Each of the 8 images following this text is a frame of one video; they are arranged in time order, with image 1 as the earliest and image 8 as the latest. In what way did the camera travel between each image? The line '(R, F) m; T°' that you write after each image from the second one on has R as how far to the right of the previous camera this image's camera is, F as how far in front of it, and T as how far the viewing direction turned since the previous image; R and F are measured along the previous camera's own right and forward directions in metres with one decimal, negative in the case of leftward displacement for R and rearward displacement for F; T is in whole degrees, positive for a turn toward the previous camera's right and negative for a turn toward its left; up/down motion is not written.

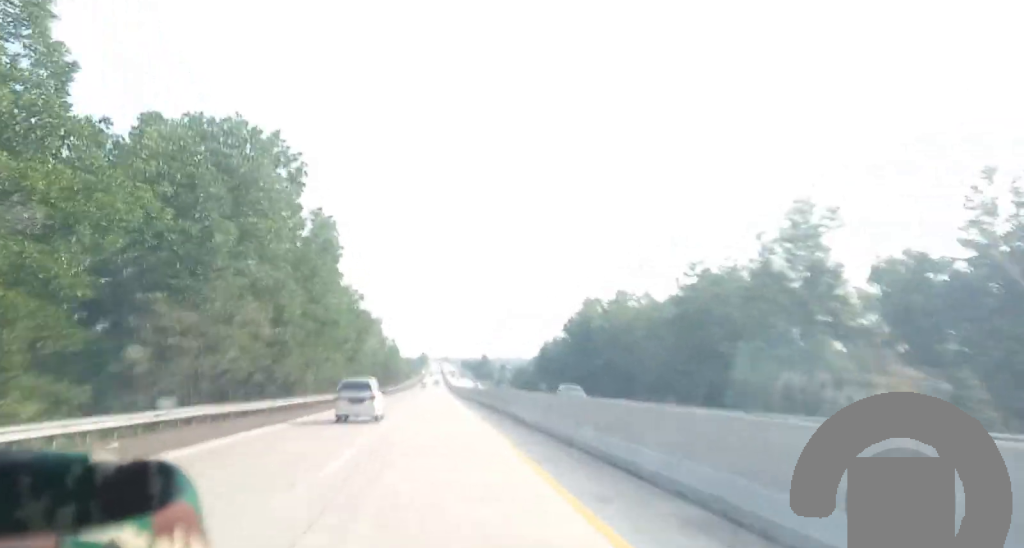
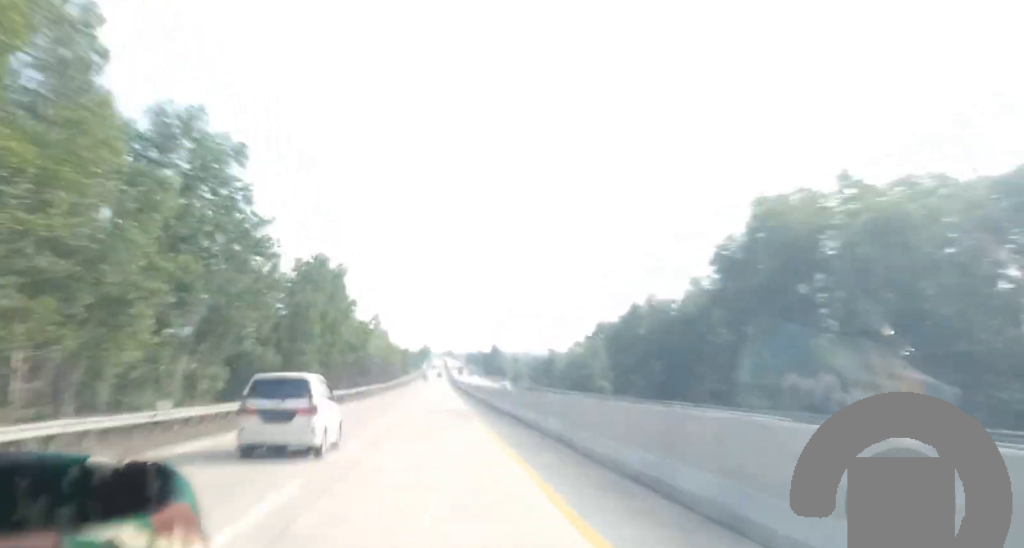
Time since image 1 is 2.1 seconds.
(+0.1, +56.7) m; +1°
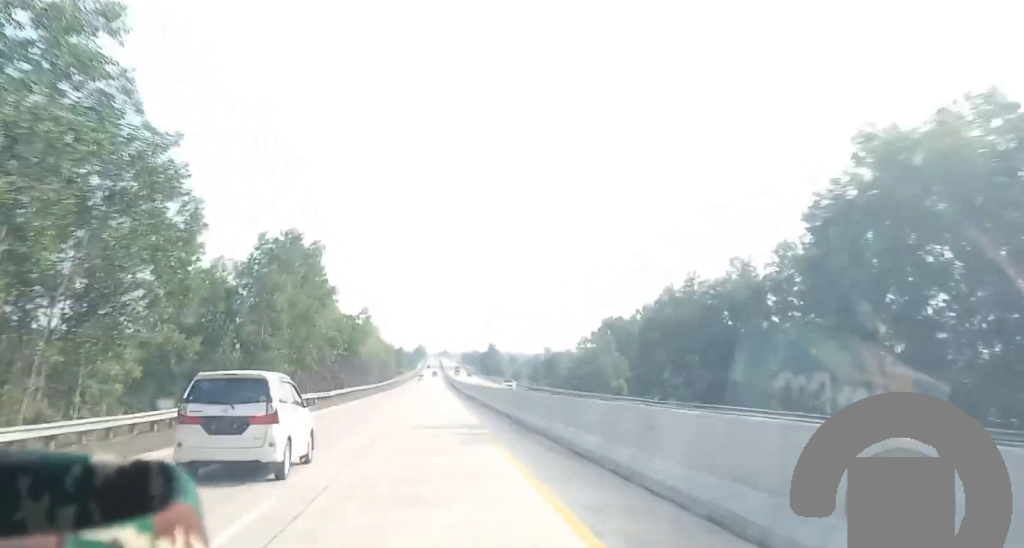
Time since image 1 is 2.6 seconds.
(0.0, +13.6) m; 0°
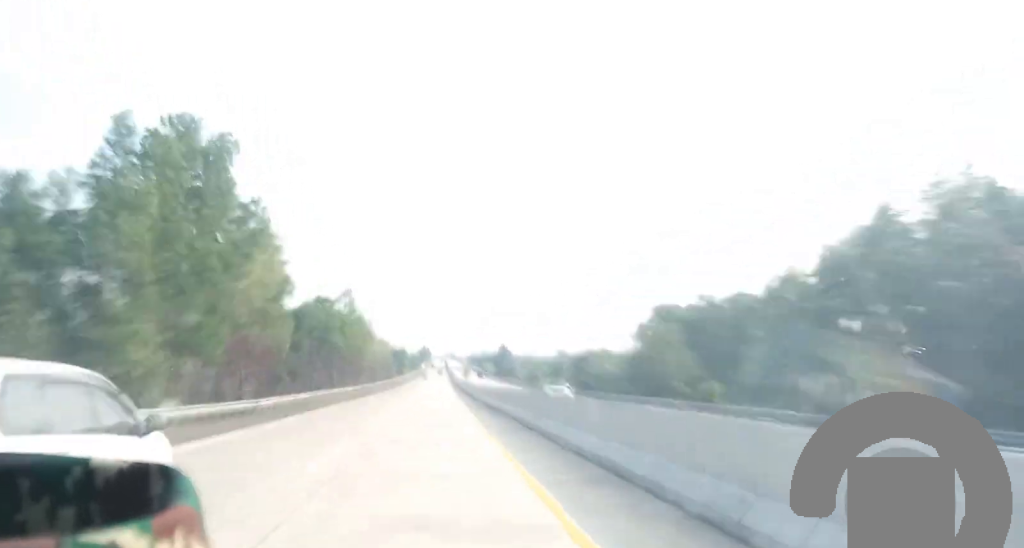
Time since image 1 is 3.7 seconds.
(+0.3, +33.1) m; +1°
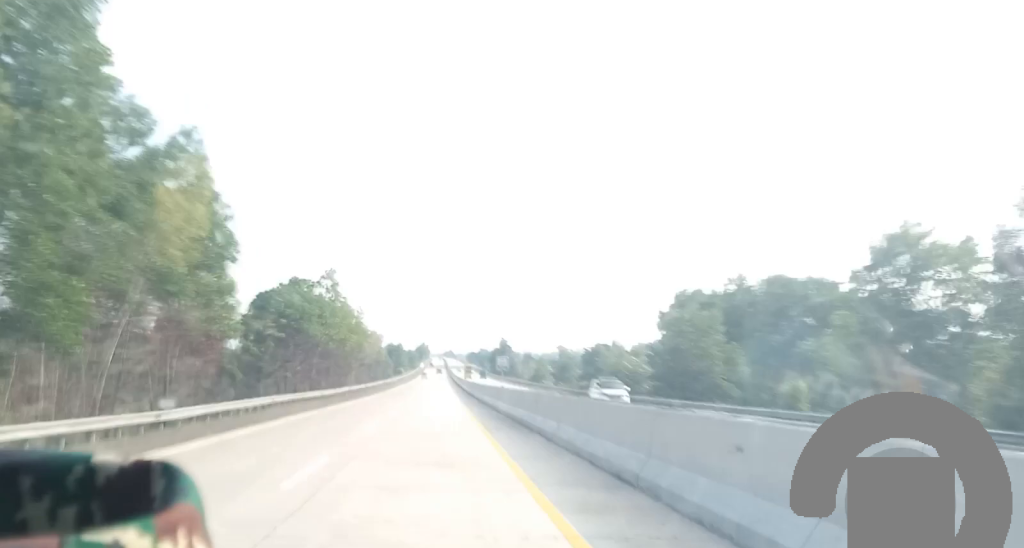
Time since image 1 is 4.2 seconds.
(+0.1, +17.1) m; 0°
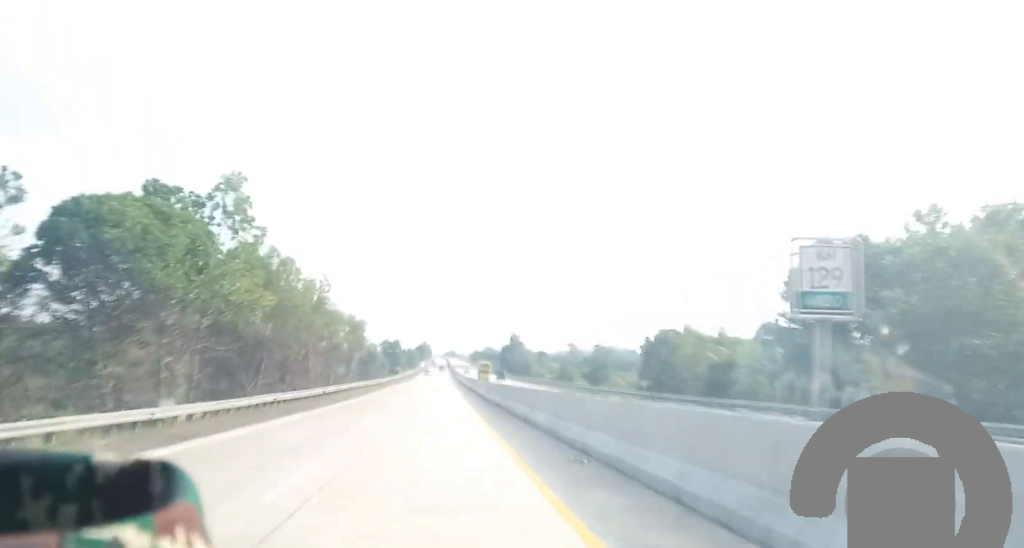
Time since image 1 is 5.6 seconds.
(0.0, +48.0) m; 0°
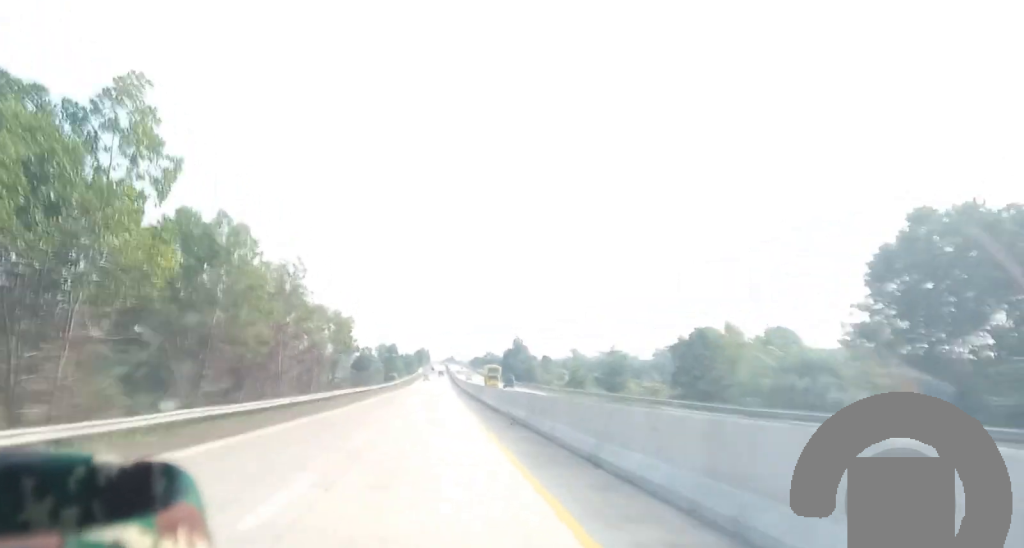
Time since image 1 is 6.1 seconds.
(+0.1, +15.8) m; 0°
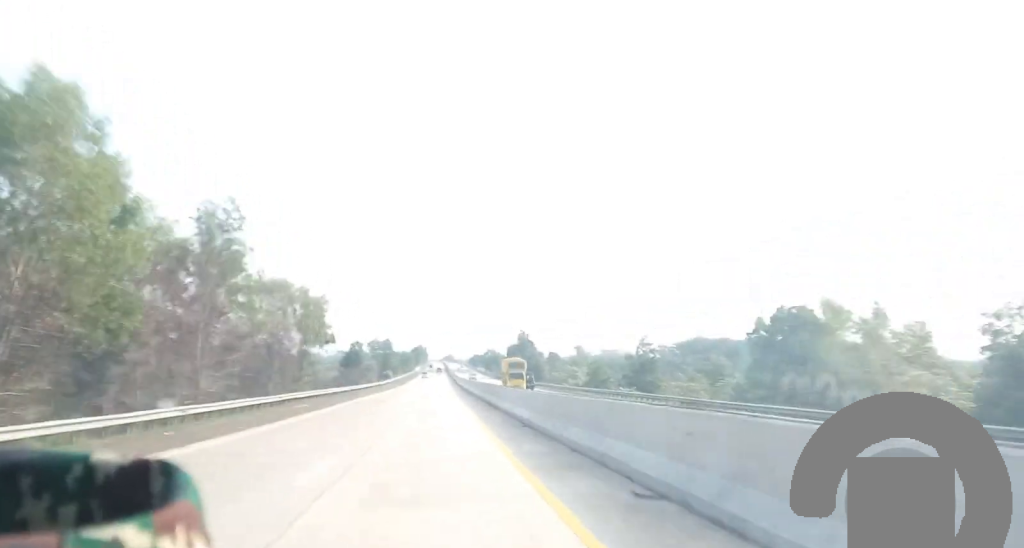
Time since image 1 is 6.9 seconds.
(0.0, +23.8) m; 0°
